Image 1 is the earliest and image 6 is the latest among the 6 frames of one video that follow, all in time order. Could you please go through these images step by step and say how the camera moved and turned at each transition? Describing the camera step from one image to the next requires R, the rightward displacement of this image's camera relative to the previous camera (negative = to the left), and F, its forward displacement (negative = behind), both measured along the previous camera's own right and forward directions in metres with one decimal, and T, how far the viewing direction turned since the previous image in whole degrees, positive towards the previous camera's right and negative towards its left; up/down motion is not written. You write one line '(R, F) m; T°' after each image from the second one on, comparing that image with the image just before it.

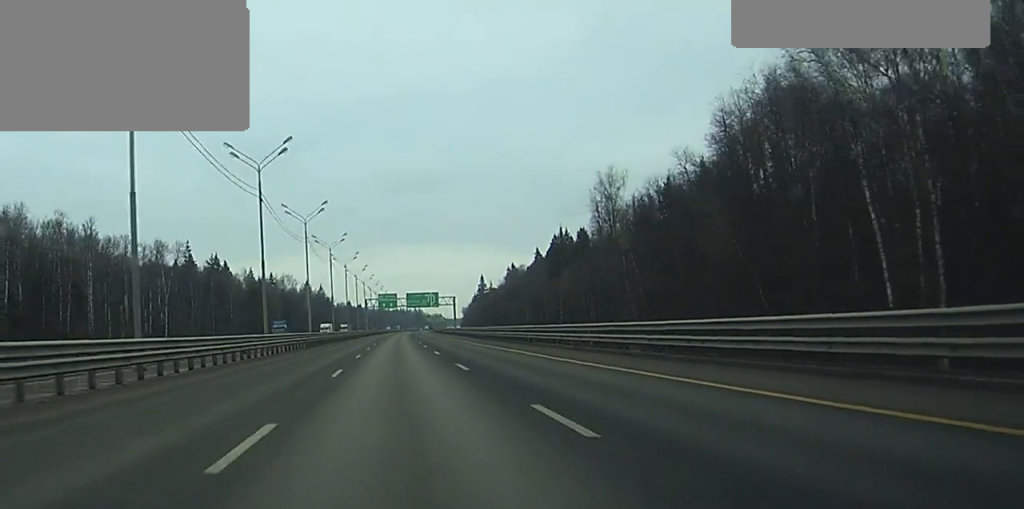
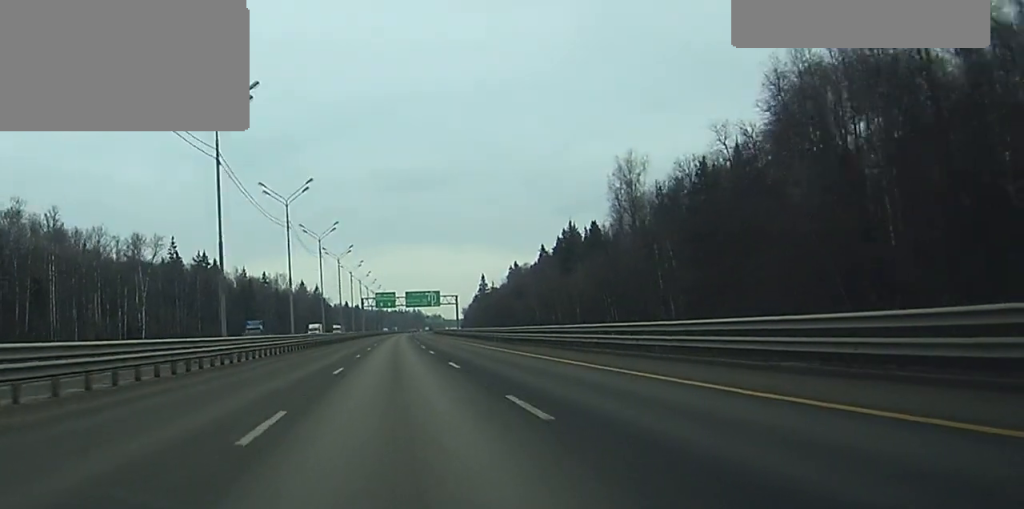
(0.0, +14.1) m; 0°
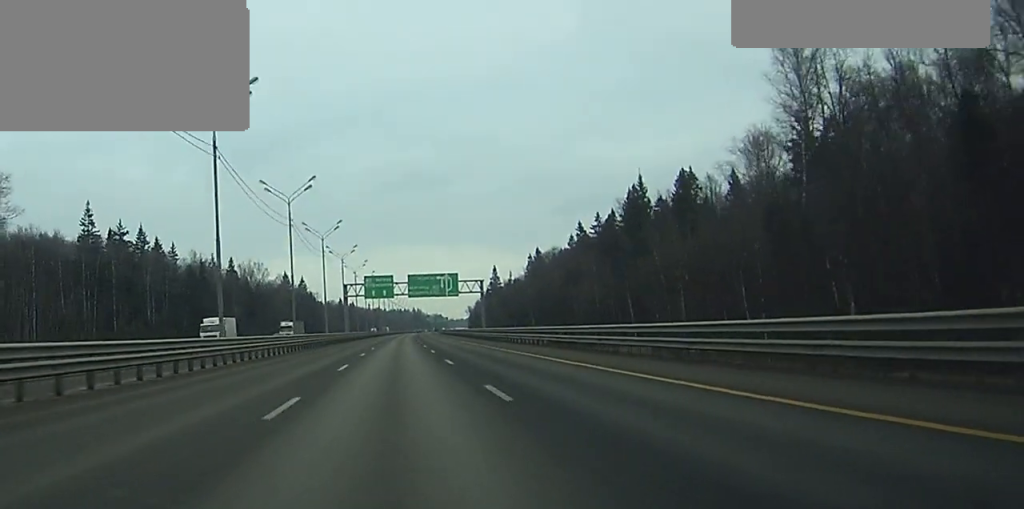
(+0.1, +61.9) m; +1°
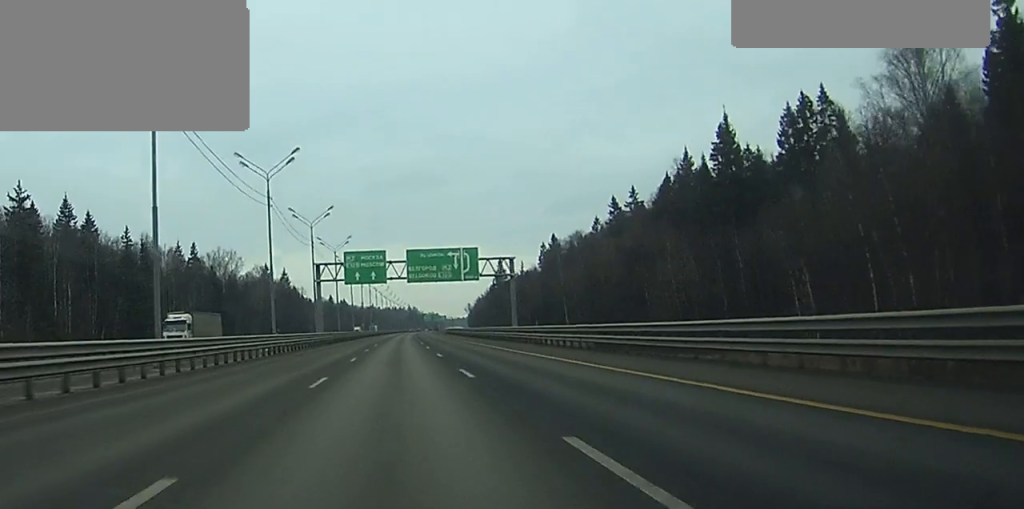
(+0.3, +41.9) m; +1°
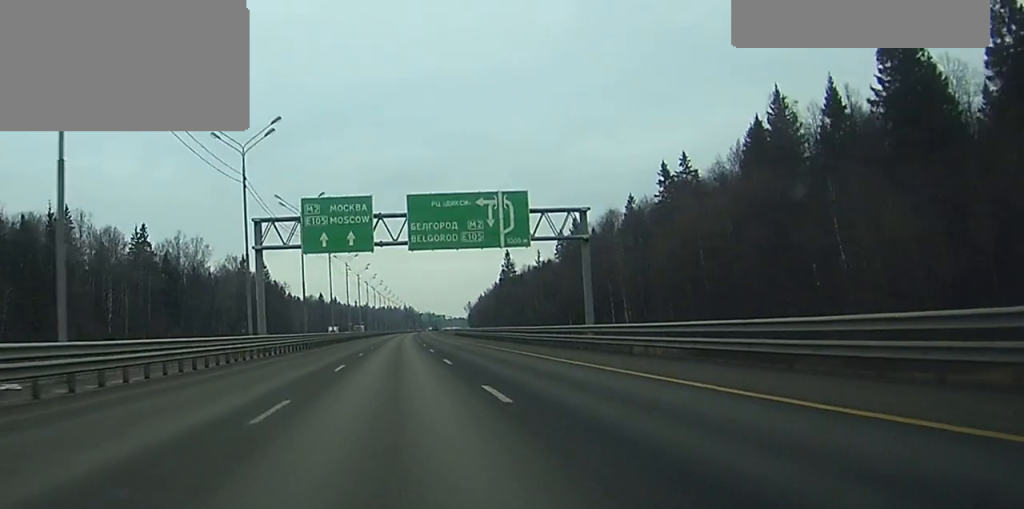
(+0.1, +39.3) m; 0°
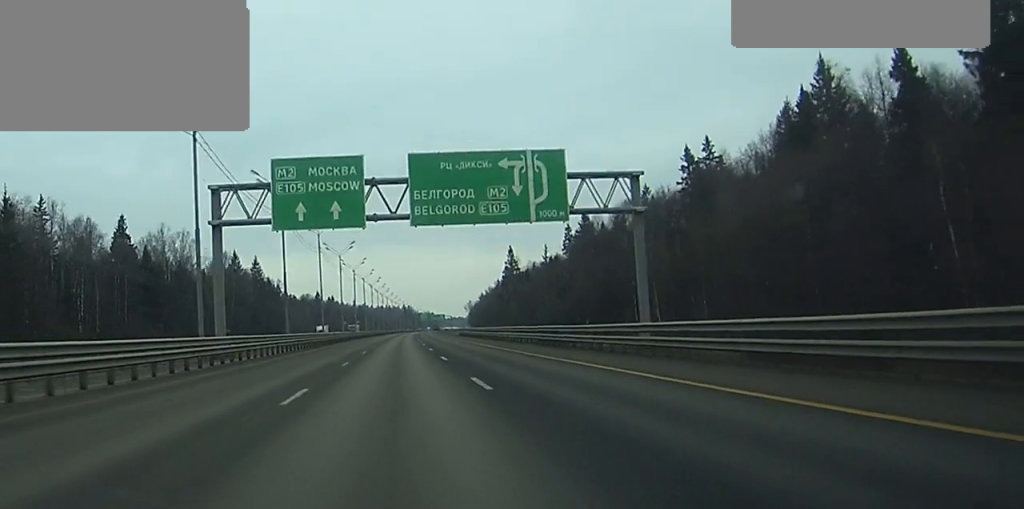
(0.0, +12.7) m; 0°
